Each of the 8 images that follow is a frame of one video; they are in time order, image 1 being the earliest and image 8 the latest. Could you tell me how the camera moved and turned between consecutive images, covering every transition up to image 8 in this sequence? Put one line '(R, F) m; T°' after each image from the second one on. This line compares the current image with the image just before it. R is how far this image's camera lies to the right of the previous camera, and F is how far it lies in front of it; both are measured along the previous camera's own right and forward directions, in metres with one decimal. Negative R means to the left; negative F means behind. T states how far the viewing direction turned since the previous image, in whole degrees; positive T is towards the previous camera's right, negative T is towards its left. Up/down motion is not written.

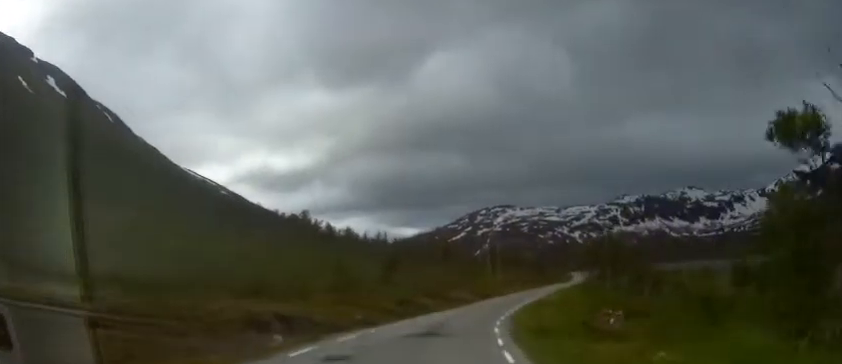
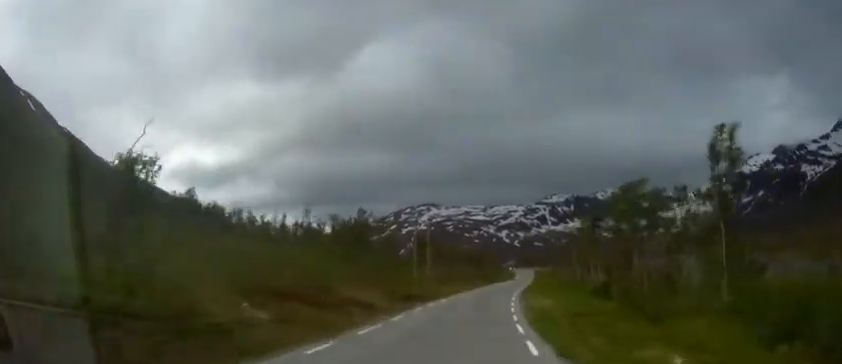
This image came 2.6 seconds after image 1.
(+2.0, +41.3) m; +6°
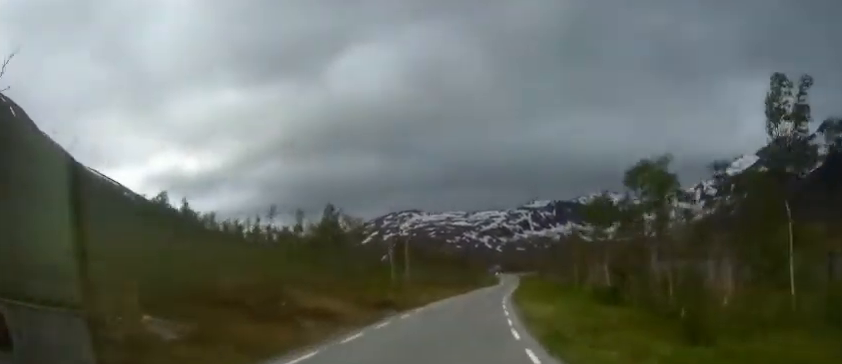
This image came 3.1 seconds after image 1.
(0.0, +7.5) m; +2°
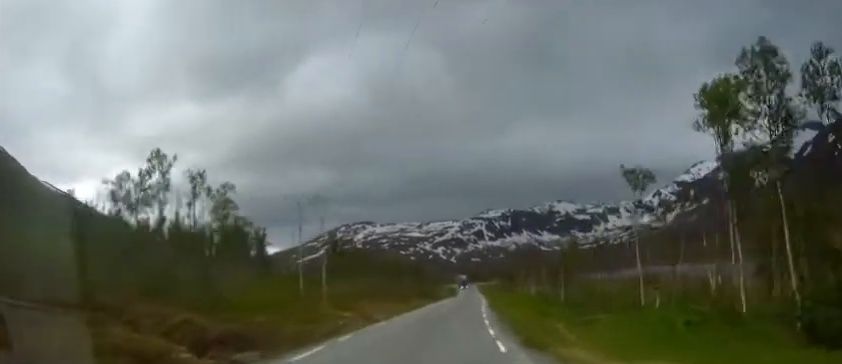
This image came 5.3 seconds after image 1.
(+1.5, +28.4) m; +4°
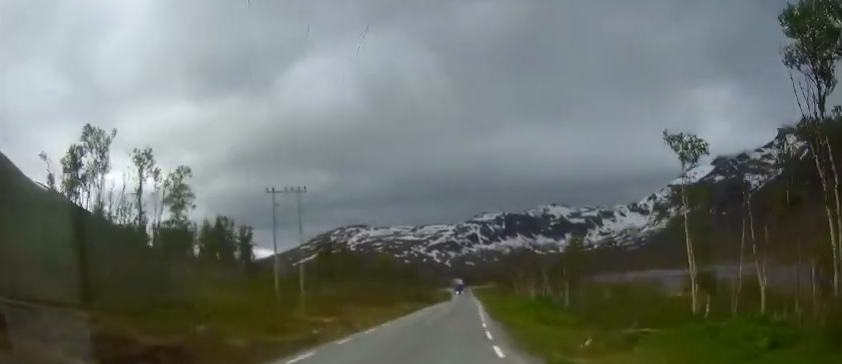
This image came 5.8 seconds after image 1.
(+0.1, +5.8) m; +1°
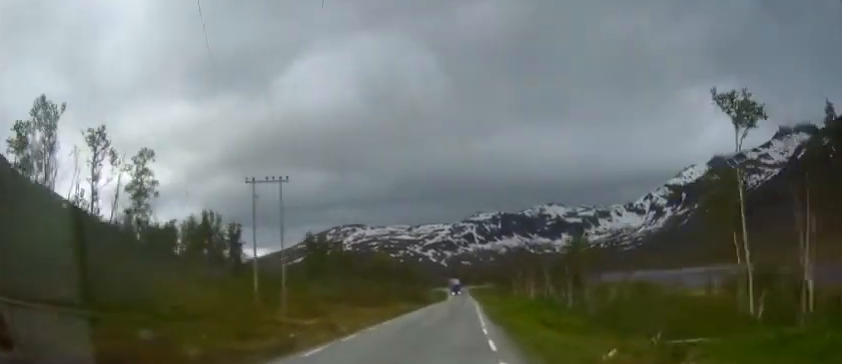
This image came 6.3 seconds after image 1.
(0.0, +4.4) m; 0°
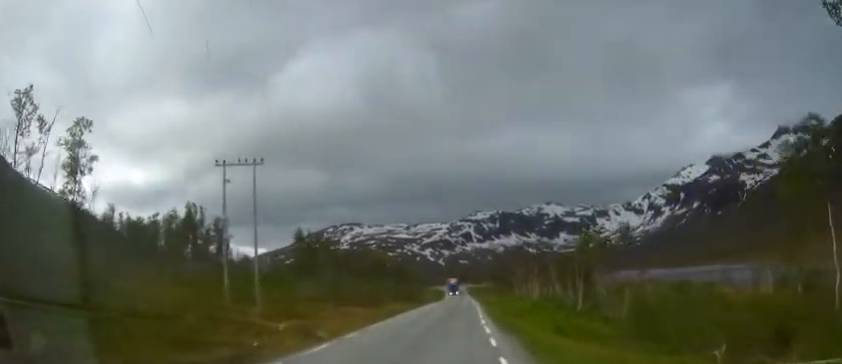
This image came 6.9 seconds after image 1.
(0.0, +5.6) m; +1°
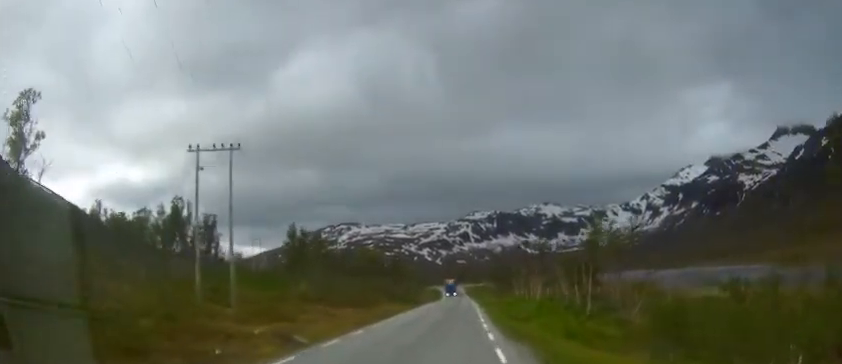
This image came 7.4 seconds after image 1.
(0.0, +4.1) m; +1°
